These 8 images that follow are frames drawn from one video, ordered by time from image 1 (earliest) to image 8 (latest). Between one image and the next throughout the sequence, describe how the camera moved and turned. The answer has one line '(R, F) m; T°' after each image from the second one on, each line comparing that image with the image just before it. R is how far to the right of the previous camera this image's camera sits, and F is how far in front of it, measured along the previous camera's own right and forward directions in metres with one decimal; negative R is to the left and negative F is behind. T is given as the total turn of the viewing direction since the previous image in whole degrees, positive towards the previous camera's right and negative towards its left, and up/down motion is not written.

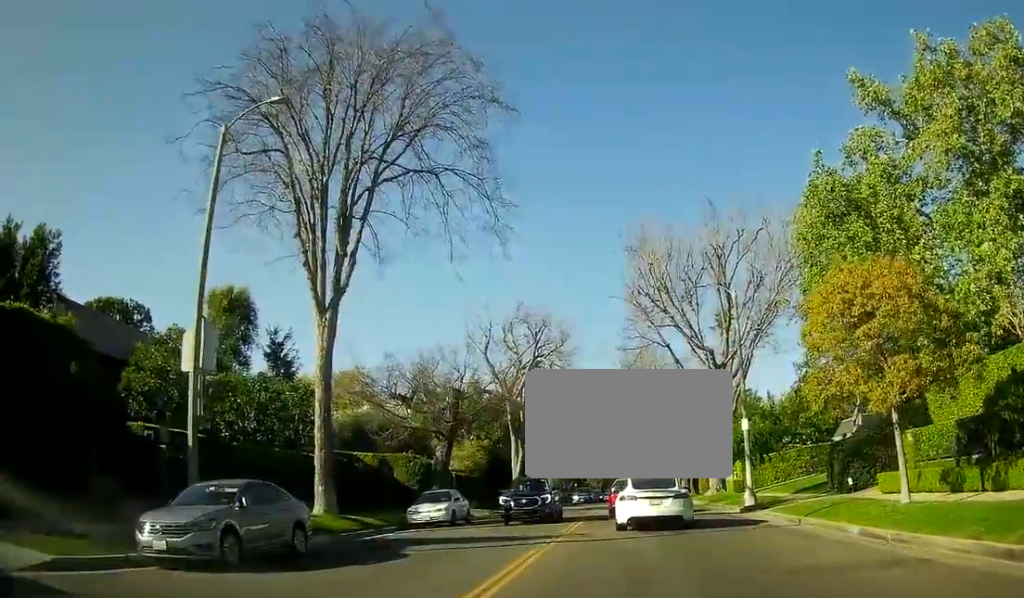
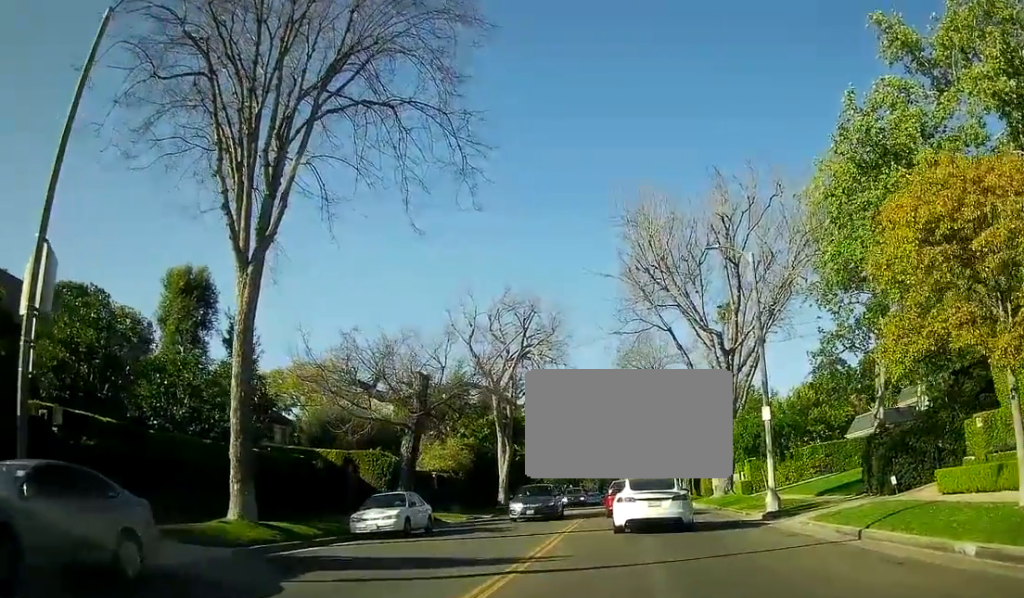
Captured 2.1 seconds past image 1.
(+0.1, +5.3) m; +1°
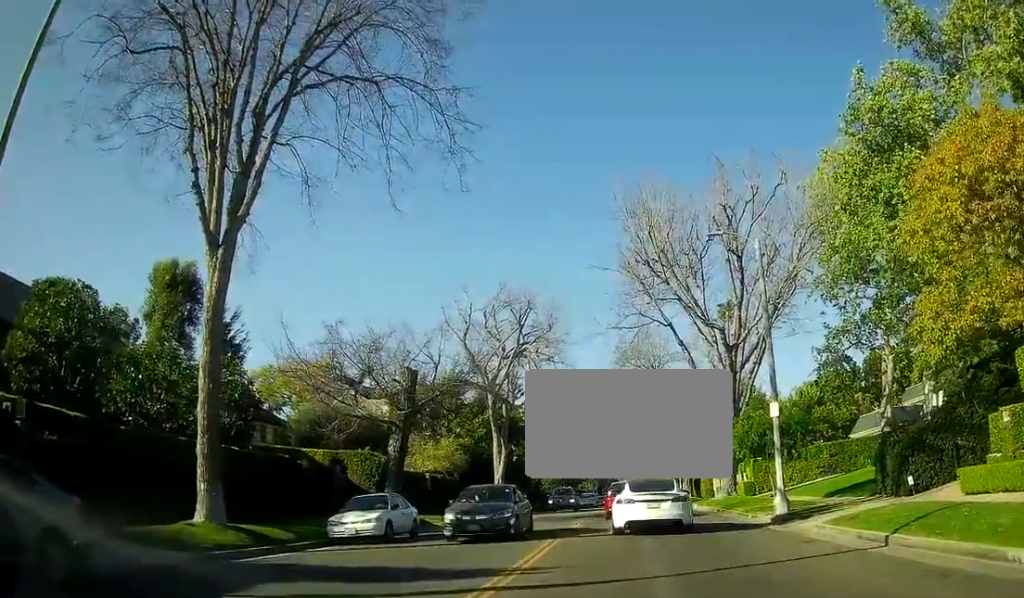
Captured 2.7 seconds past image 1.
(0.0, +1.6) m; -1°
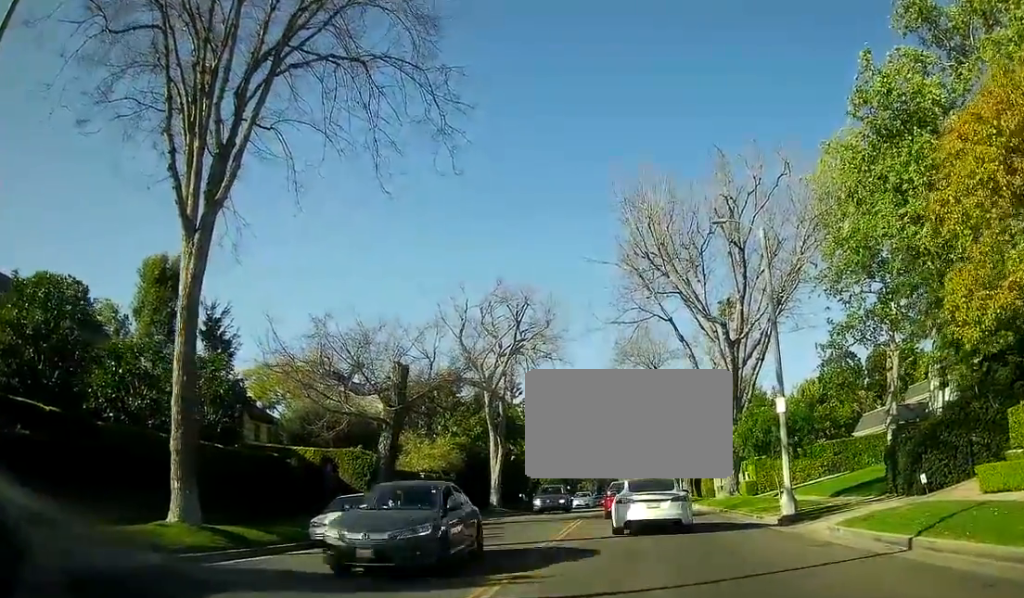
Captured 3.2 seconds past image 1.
(0.0, +1.1) m; 0°
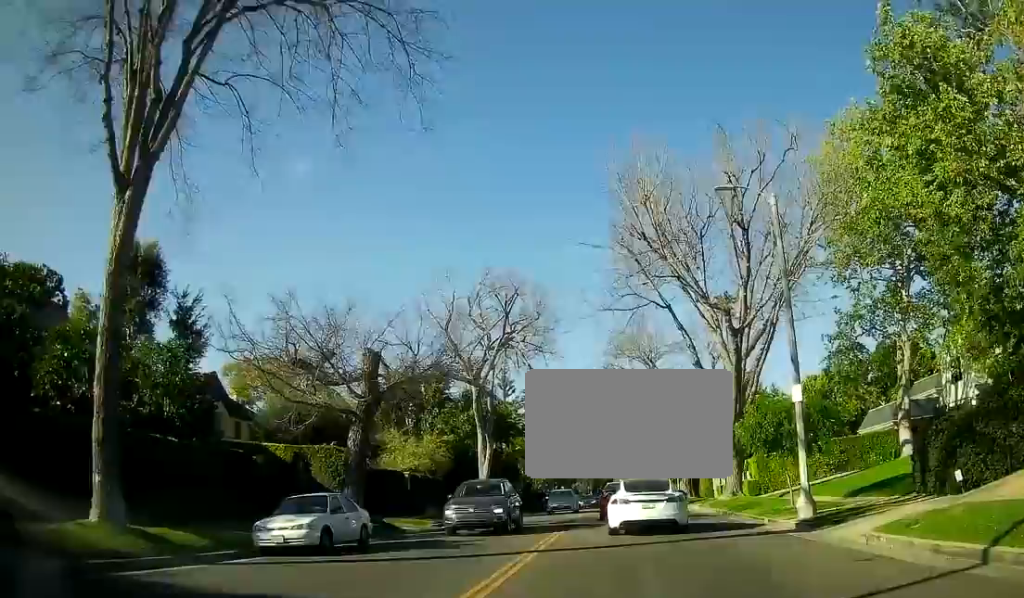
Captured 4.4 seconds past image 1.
(0.0, +2.9) m; 0°
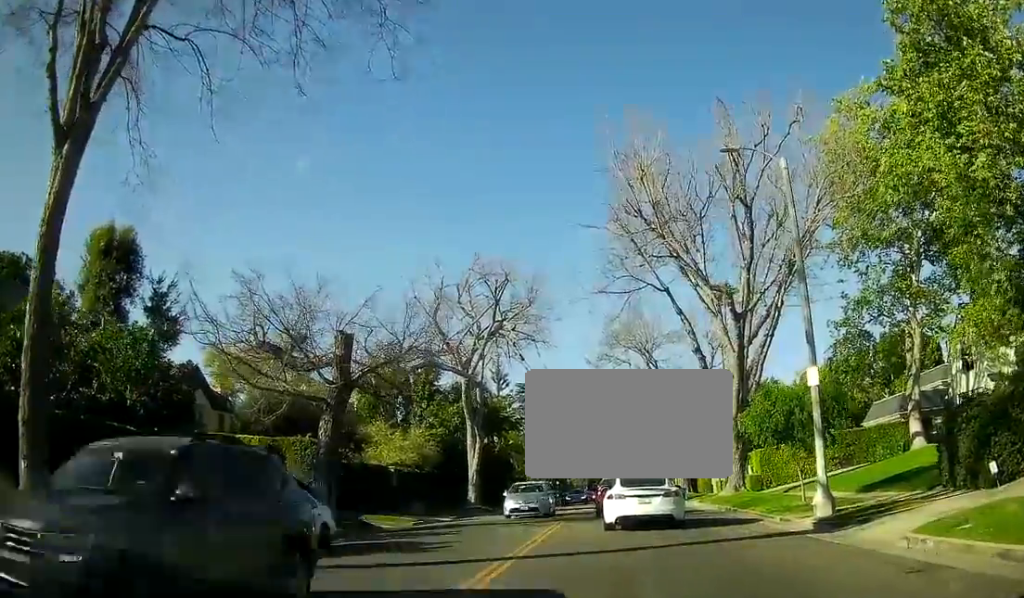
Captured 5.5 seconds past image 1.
(0.0, +2.4) m; 0°
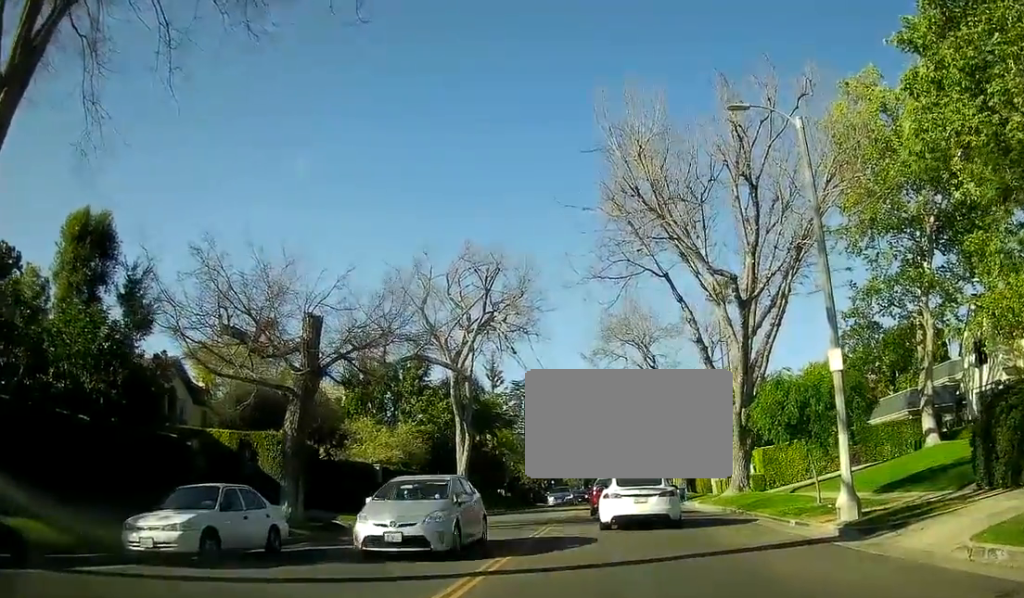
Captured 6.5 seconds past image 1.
(0.0, +2.4) m; 0°
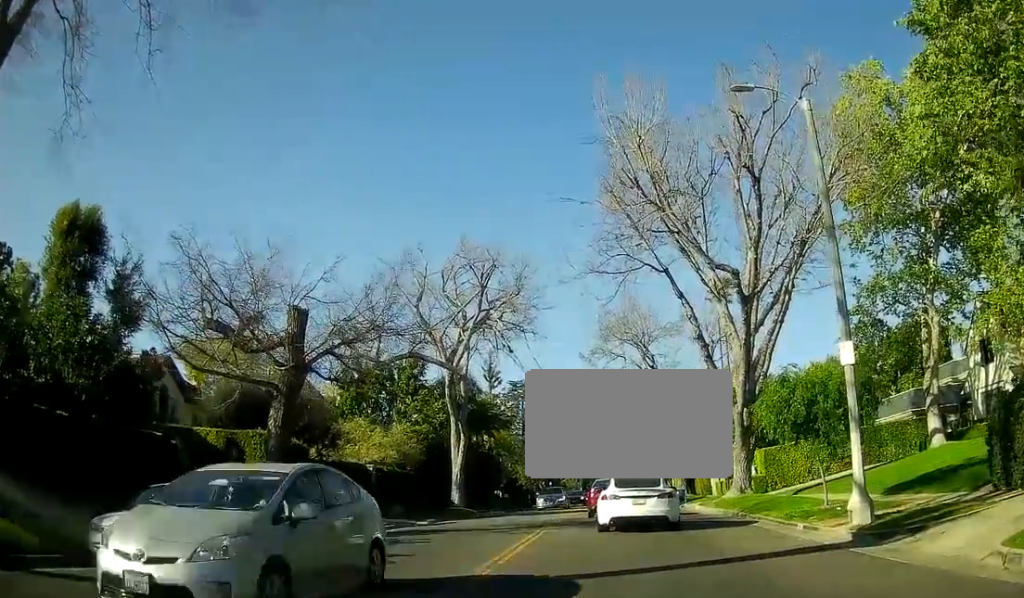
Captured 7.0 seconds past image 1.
(0.0, +1.0) m; 0°
